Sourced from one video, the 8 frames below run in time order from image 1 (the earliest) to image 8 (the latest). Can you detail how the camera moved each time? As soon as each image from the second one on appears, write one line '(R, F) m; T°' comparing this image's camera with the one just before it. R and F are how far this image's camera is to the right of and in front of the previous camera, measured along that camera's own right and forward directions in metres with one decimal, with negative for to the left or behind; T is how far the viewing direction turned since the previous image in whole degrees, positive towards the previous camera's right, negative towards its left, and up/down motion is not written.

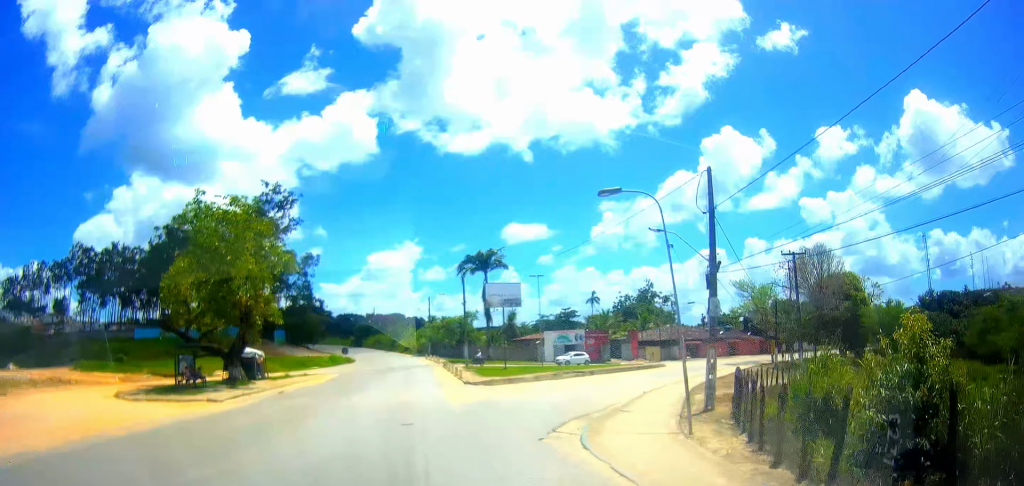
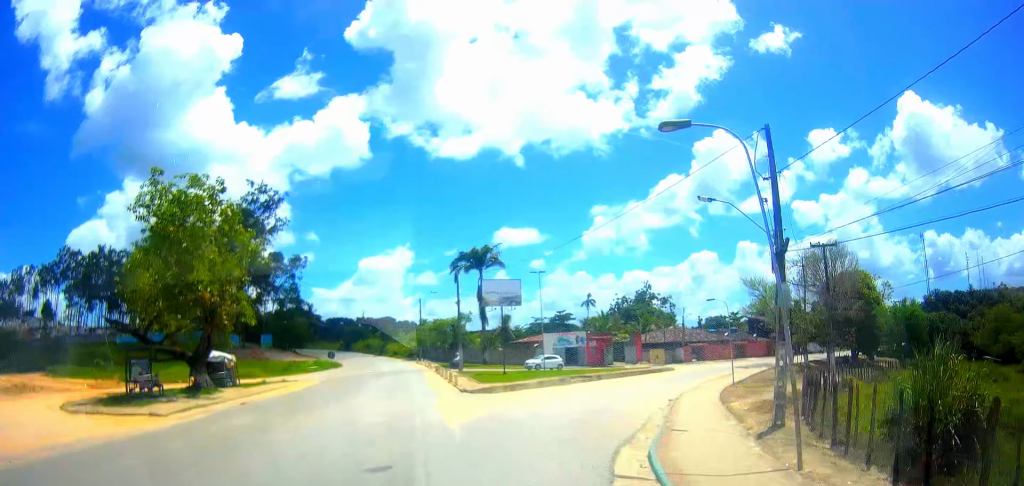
(-0.3, +5.0) m; +1°
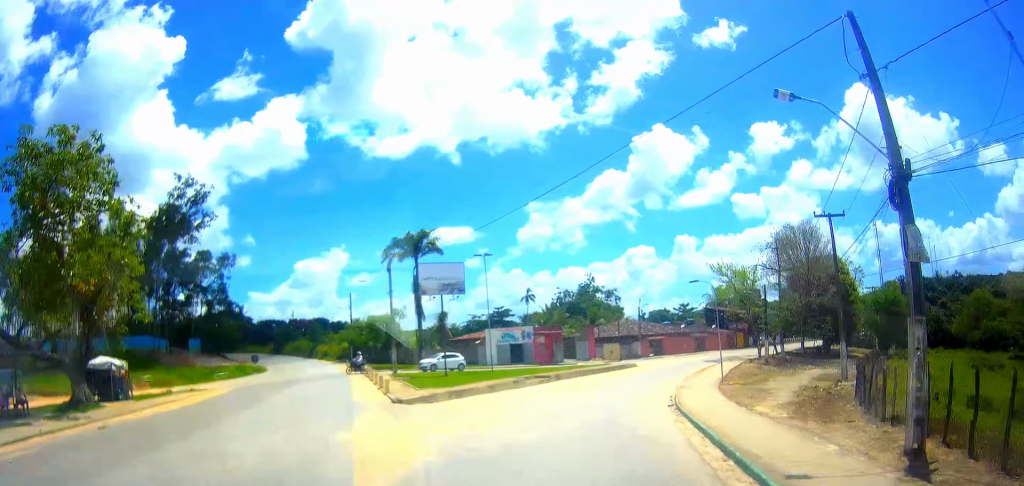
(+0.3, +7.6) m; +8°
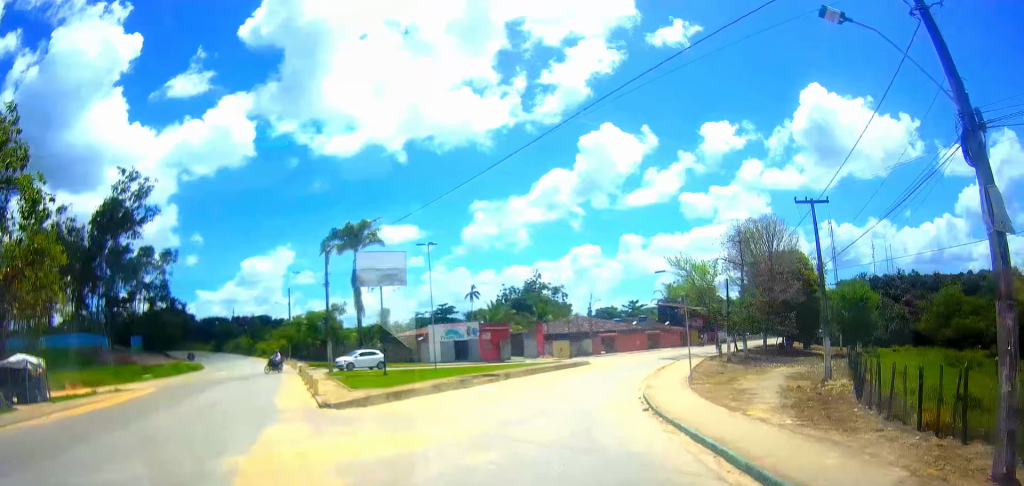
(+0.2, +3.6) m; +4°
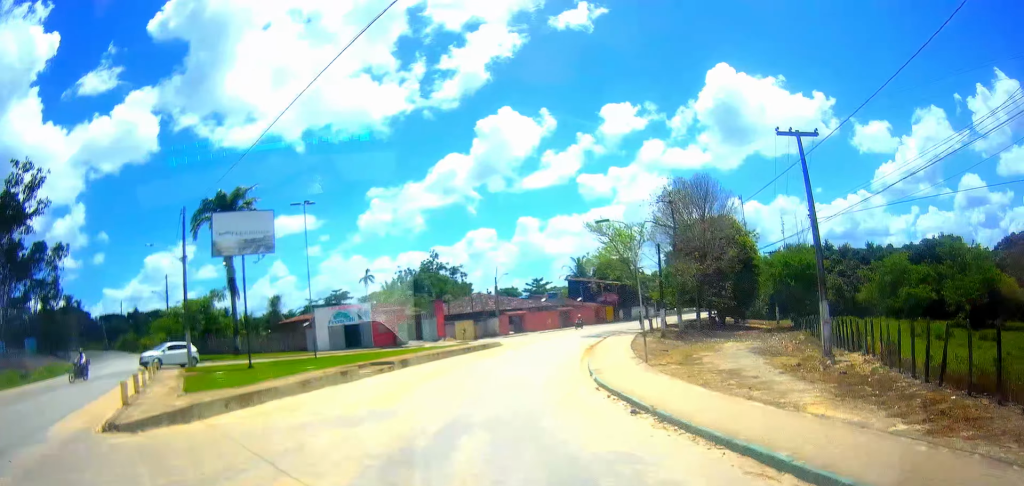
(+0.6, +8.2) m; +4°
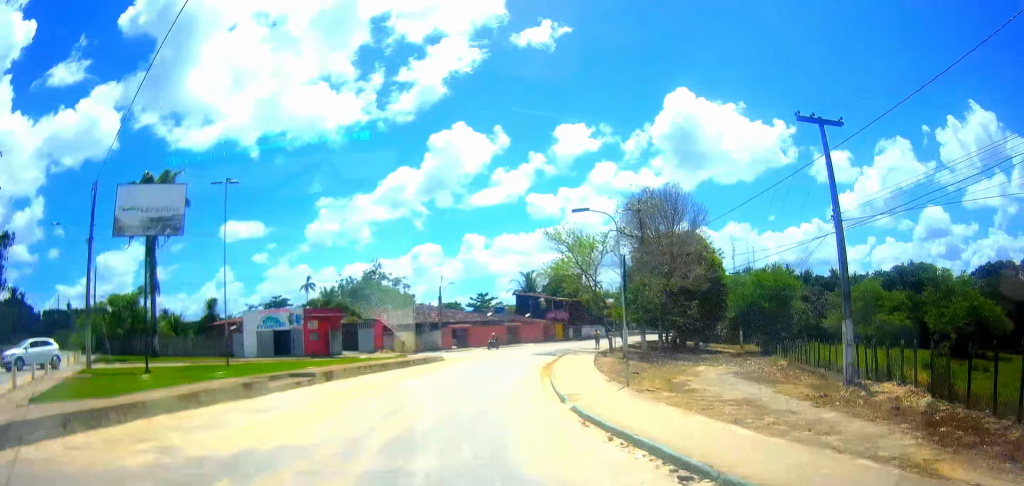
(0.0, +5.1) m; 0°
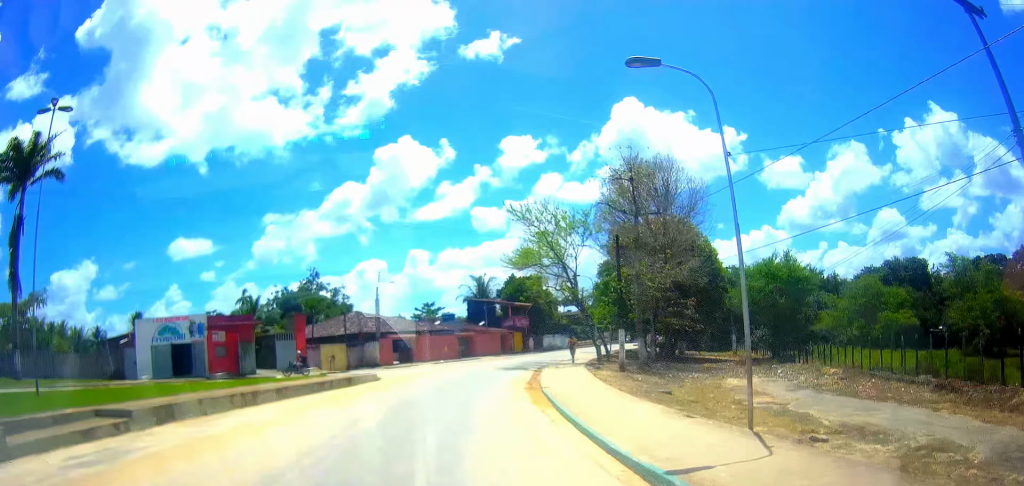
(0.0, +10.6) m; 0°
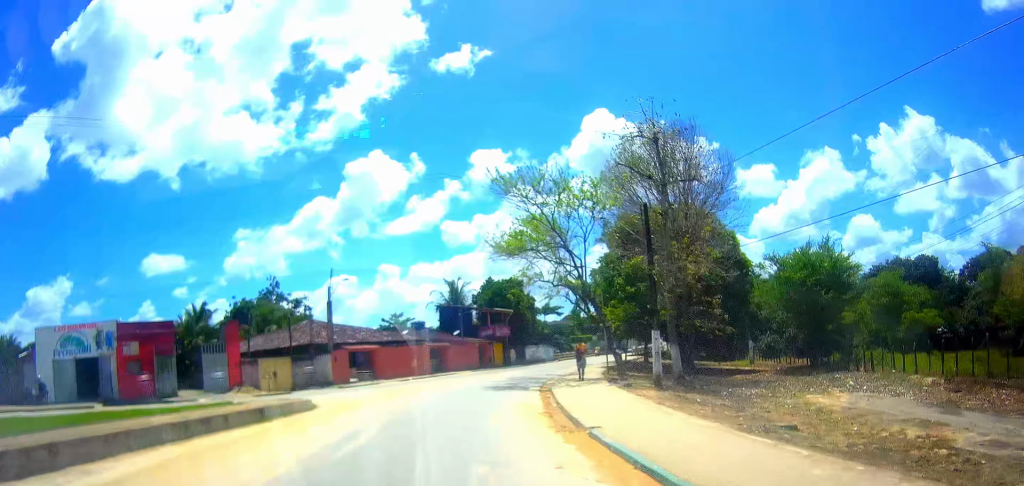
(+0.4, +8.9) m; +13°
